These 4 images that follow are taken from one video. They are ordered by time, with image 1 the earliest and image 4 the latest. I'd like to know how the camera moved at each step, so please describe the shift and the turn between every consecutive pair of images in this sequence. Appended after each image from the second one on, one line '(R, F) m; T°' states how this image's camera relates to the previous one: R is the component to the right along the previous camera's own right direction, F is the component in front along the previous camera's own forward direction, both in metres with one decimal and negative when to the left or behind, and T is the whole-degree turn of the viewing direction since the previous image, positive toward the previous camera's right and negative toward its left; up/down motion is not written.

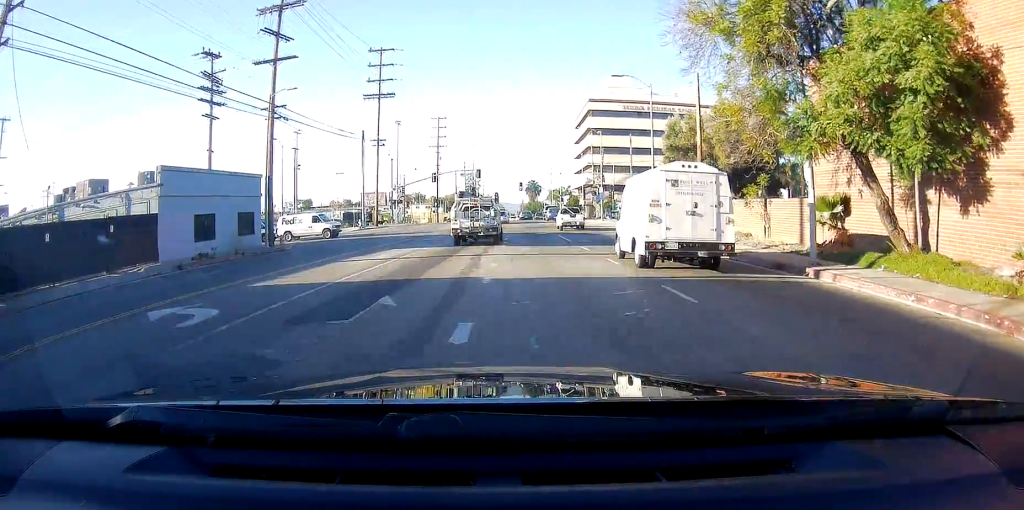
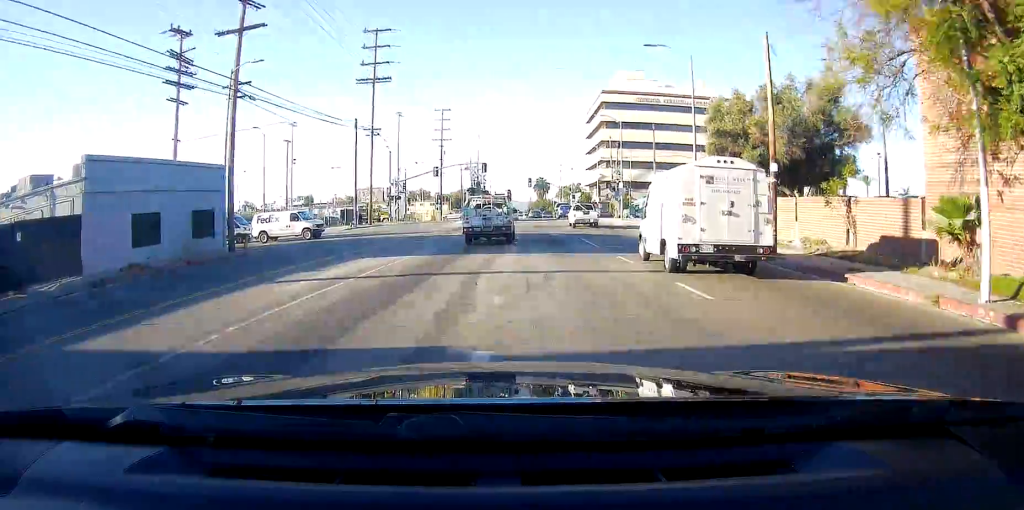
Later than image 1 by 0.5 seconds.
(-0.1, +6.7) m; -2°
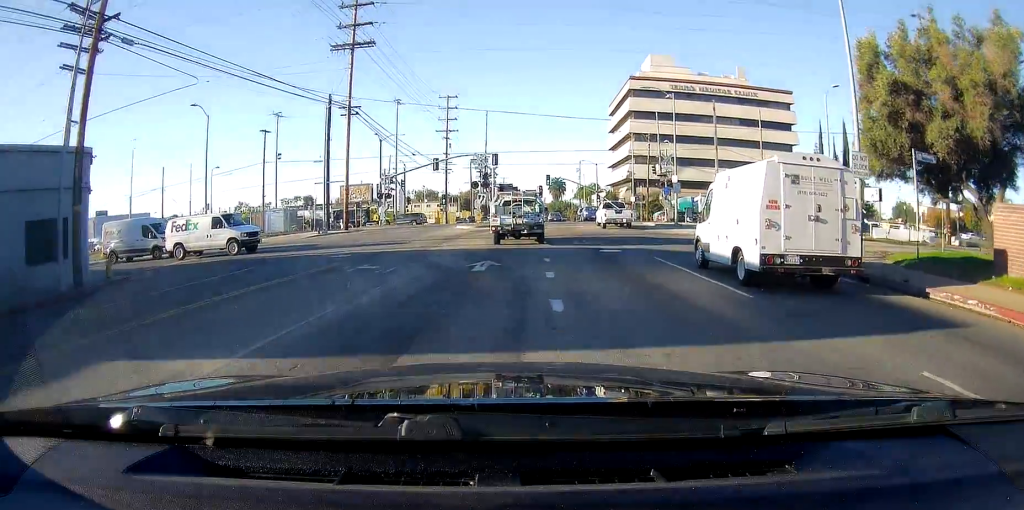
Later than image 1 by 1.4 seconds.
(-0.6, +13.5) m; -1°
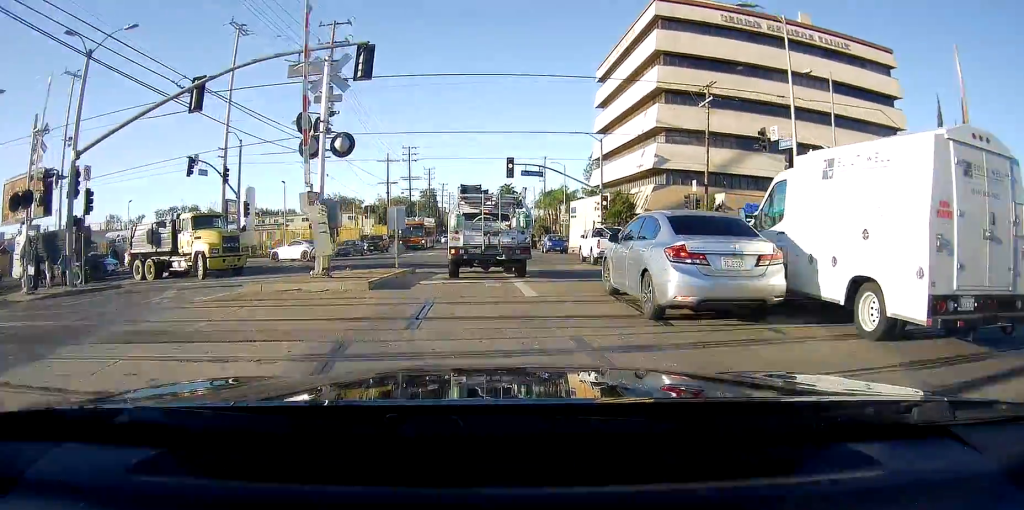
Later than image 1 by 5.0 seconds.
(+2.0, +43.9) m; +6°
